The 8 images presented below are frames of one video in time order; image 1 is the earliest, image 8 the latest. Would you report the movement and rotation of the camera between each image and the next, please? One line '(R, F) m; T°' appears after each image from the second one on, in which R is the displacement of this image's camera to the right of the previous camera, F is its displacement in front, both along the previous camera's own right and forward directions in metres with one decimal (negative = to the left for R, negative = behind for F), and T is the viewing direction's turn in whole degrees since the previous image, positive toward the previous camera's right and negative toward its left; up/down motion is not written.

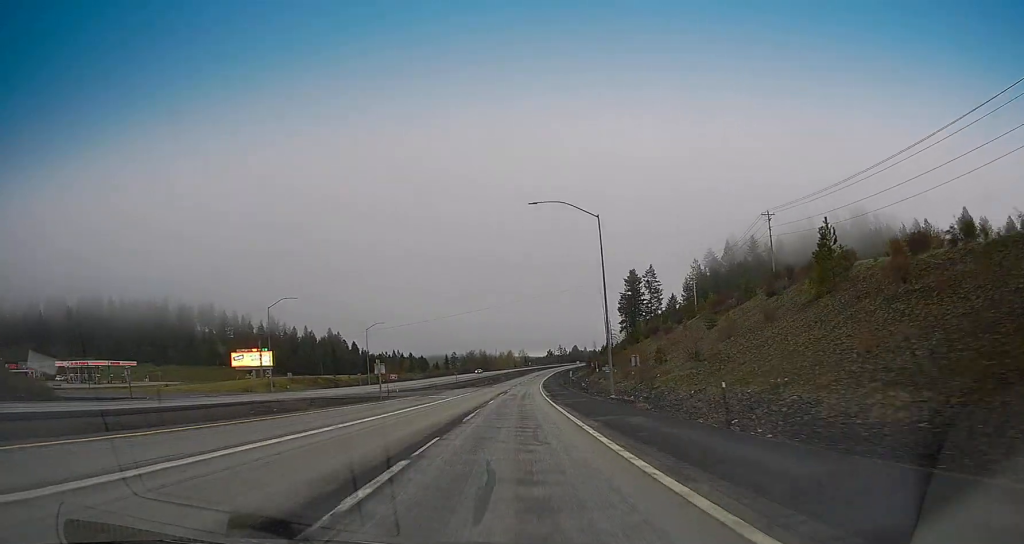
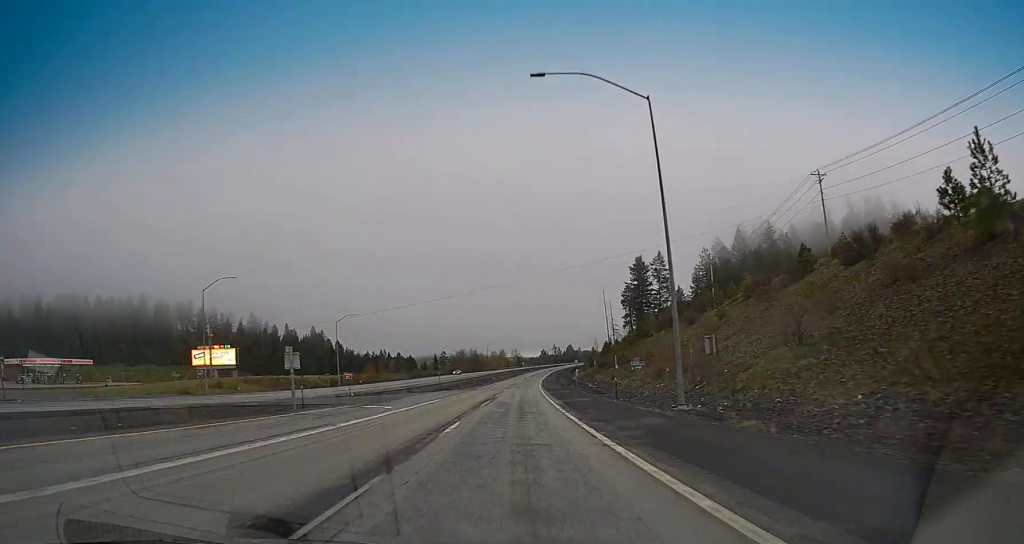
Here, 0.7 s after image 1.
(+0.1, +21.5) m; +1°
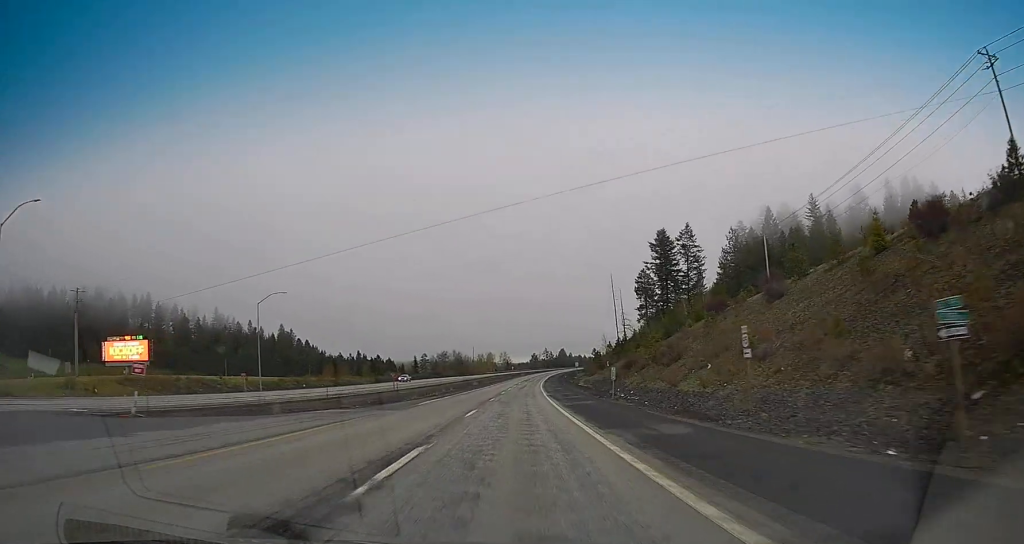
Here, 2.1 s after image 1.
(+0.7, +39.0) m; +1°
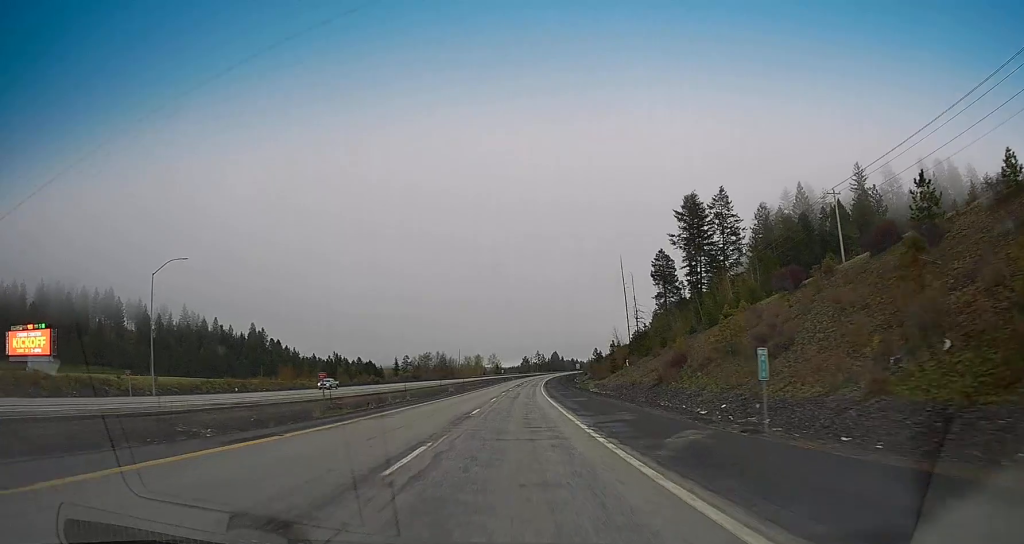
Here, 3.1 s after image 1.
(-0.1, +30.2) m; +1°
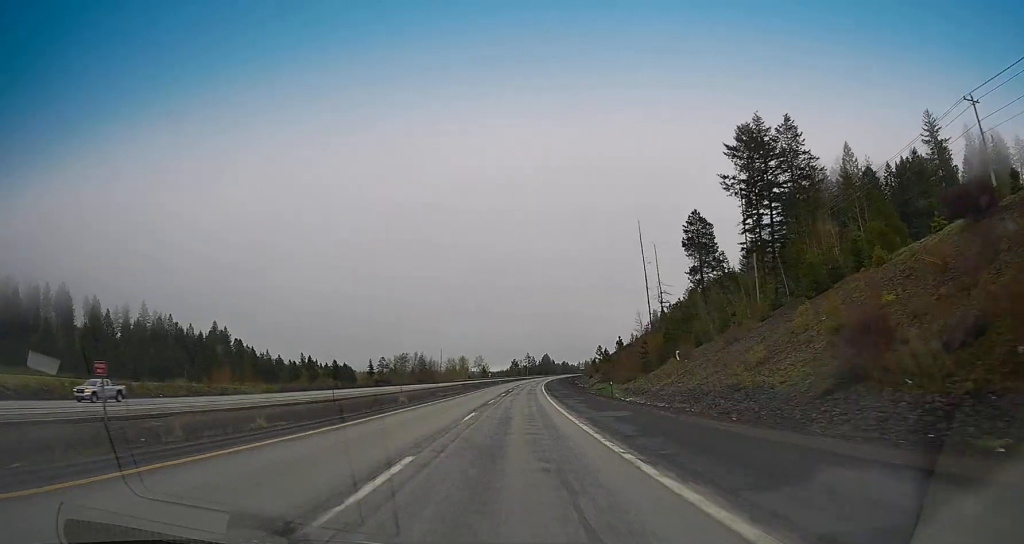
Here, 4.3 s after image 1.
(+0.8, +34.0) m; +2°
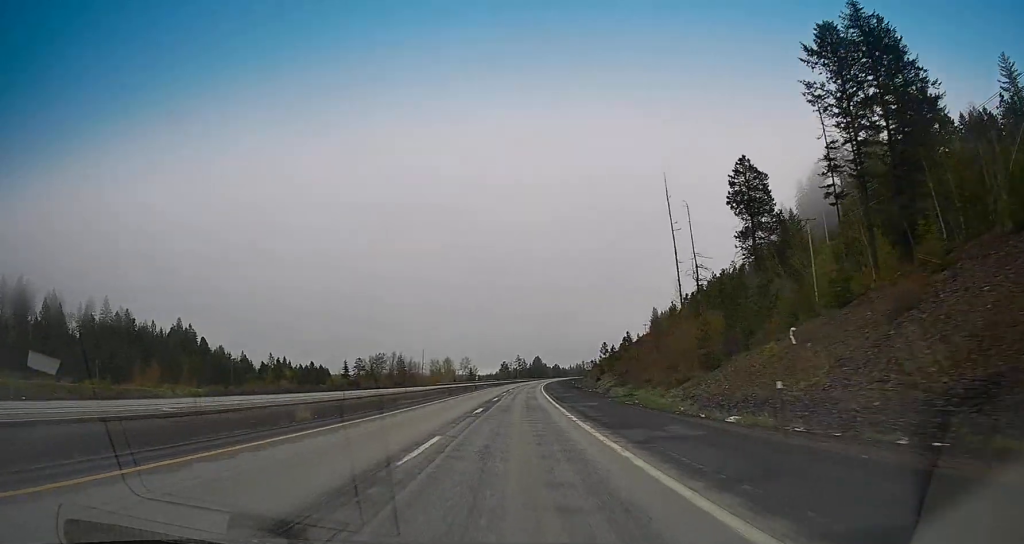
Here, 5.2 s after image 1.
(+0.1, +27.0) m; 0°
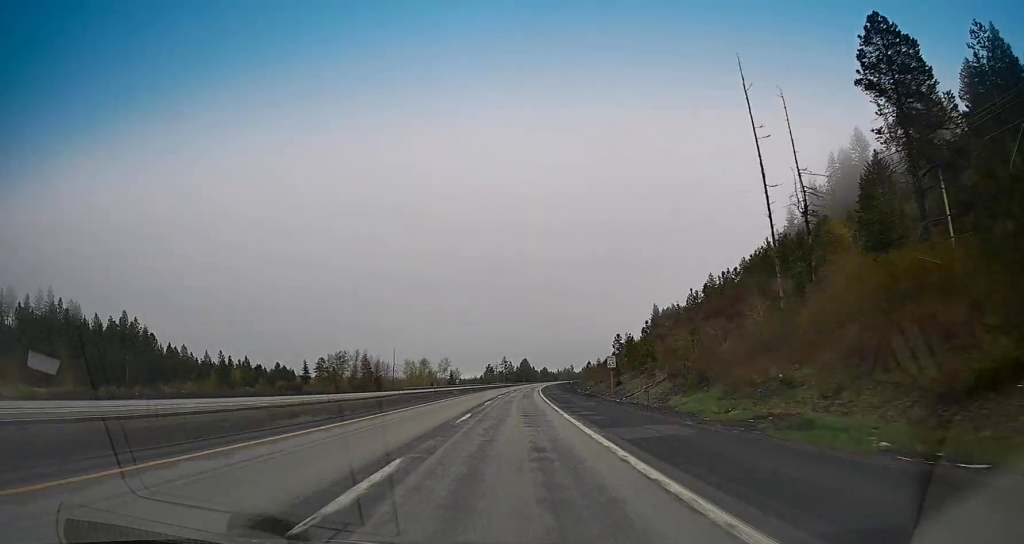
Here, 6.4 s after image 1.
(-0.1, +35.7) m; 0°
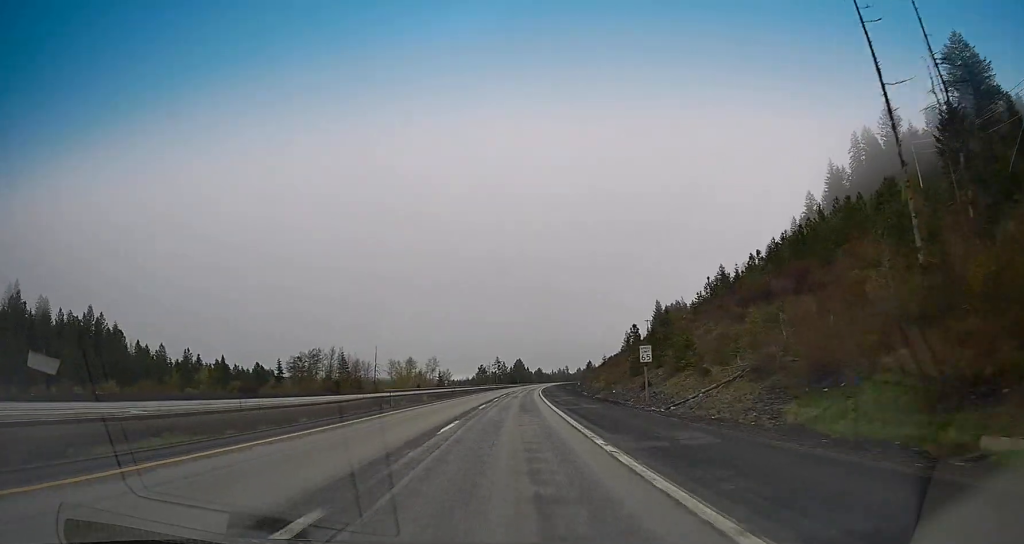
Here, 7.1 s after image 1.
(0.0, +20.2) m; +1°
